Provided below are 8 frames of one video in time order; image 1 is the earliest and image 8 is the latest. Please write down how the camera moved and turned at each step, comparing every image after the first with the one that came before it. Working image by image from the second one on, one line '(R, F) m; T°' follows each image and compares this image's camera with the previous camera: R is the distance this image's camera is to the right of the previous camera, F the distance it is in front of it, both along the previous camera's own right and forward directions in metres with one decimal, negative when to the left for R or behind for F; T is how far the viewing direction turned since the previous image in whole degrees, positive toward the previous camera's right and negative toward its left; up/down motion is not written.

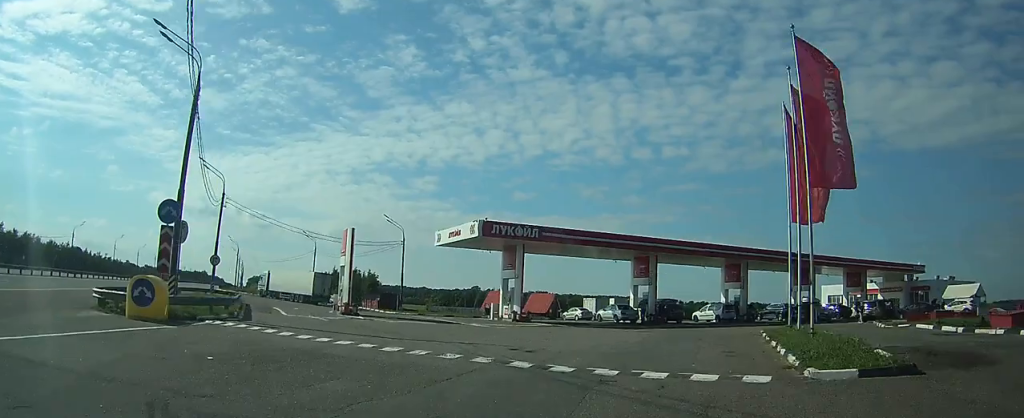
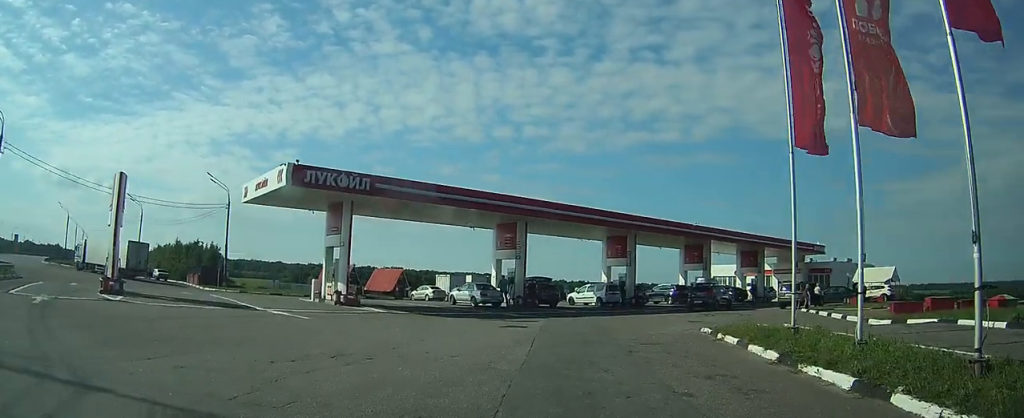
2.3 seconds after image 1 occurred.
(+2.3, +13.5) m; +19°
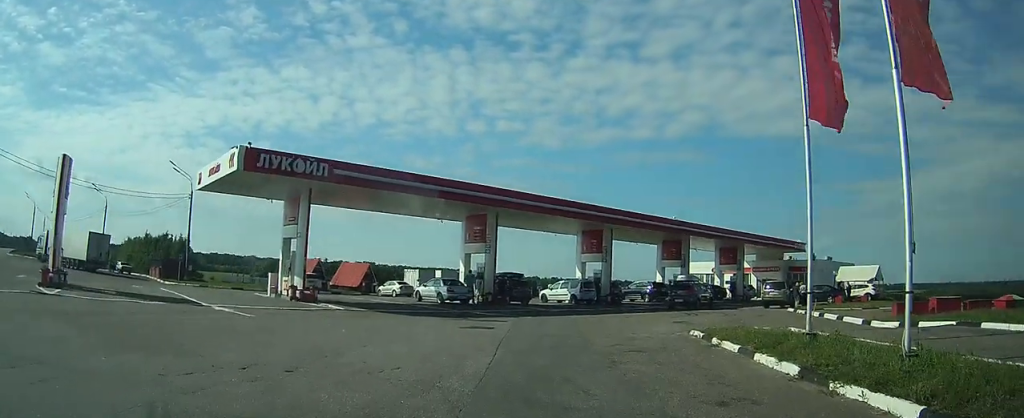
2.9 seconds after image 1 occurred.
(+0.1, +2.6) m; +5°
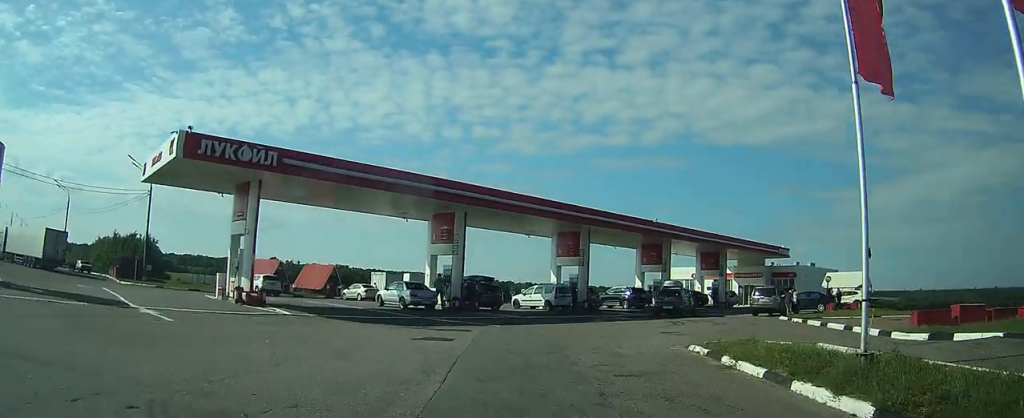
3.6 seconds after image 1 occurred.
(+0.1, +2.7) m; +3°
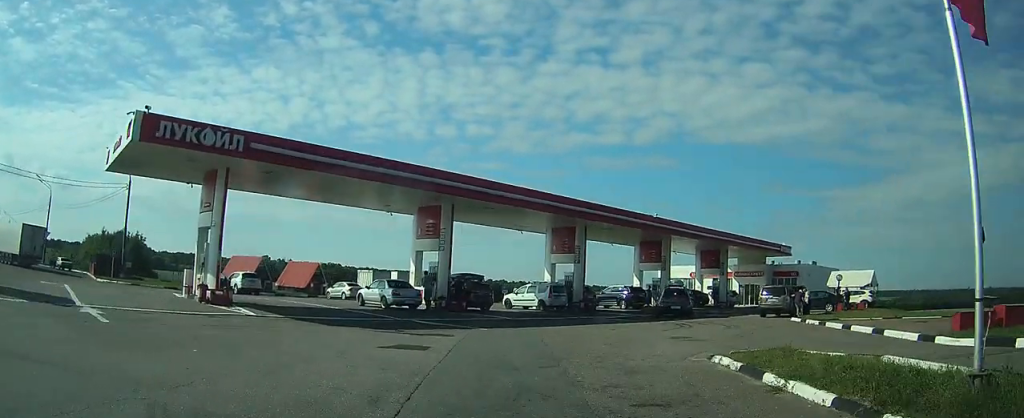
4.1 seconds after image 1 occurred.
(0.0, +2.0) m; +2°
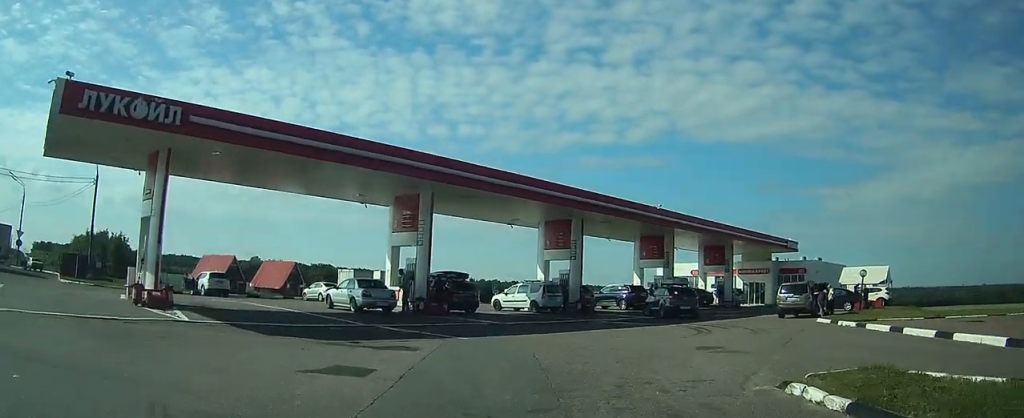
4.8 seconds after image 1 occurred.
(0.0, +2.8) m; +3°
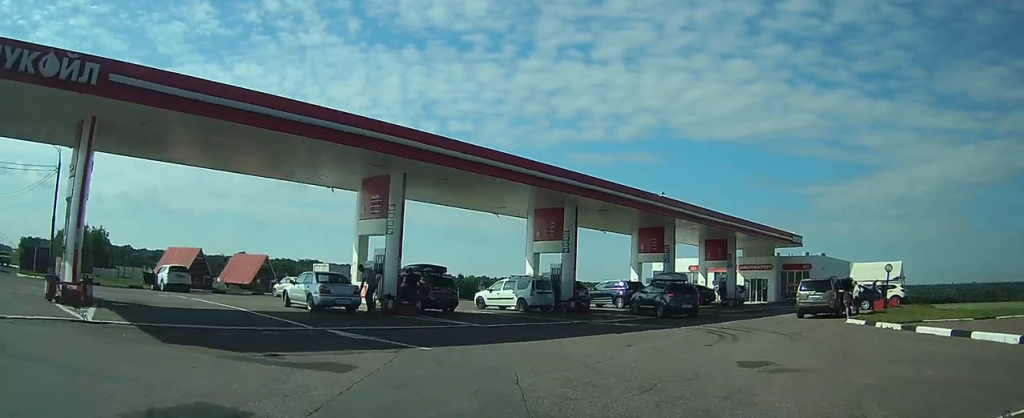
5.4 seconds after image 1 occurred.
(+0.1, +3.0) m; +2°
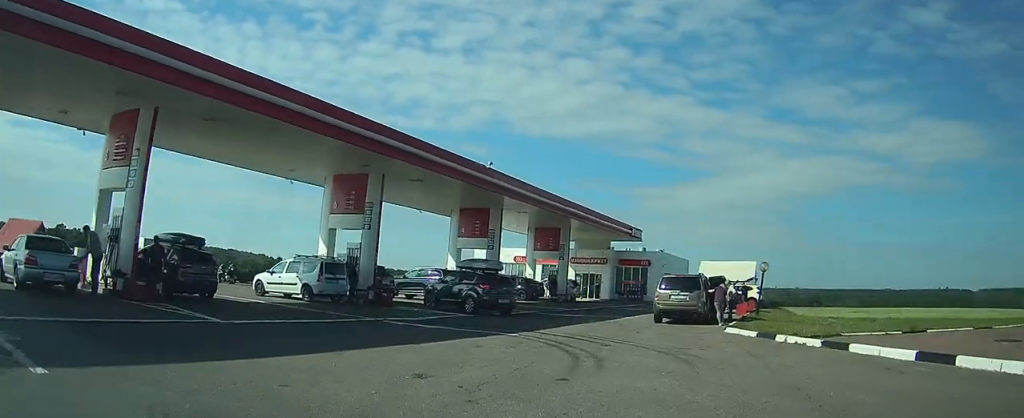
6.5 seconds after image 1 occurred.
(+0.1, +5.3) m; +6°
